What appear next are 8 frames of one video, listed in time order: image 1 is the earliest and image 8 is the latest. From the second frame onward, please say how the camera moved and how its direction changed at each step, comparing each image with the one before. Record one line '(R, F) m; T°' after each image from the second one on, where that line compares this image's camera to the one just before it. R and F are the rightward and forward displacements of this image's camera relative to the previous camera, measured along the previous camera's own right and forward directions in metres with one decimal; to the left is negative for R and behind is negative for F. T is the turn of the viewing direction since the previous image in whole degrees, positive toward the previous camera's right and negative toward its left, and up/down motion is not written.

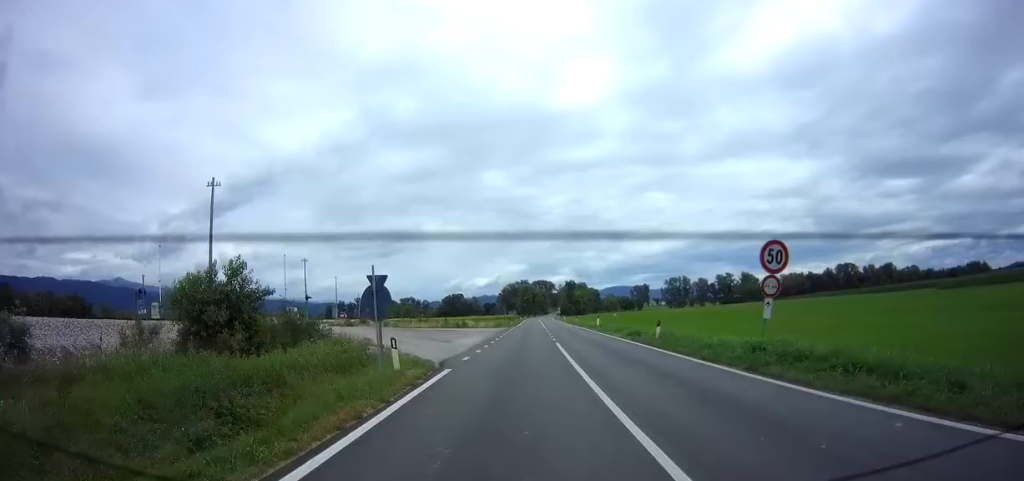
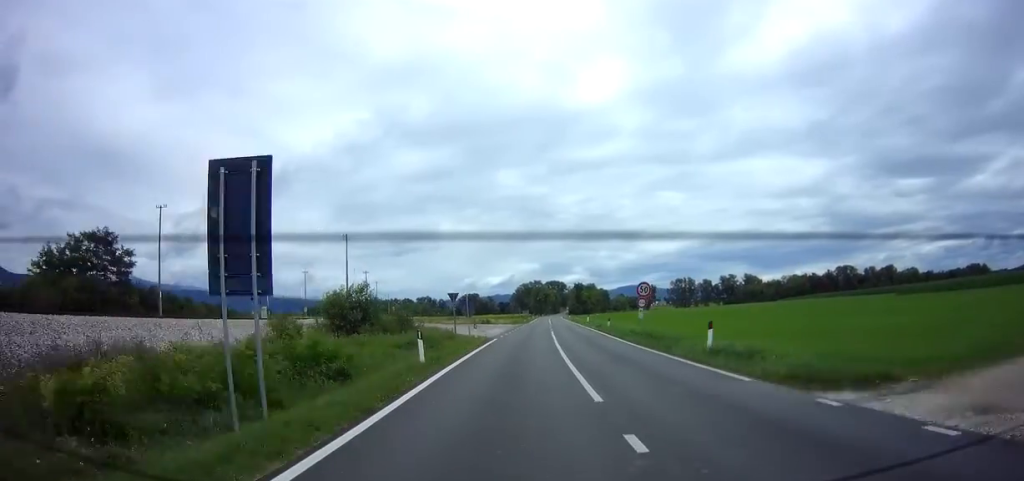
(-0.2, +17.6) m; -1°
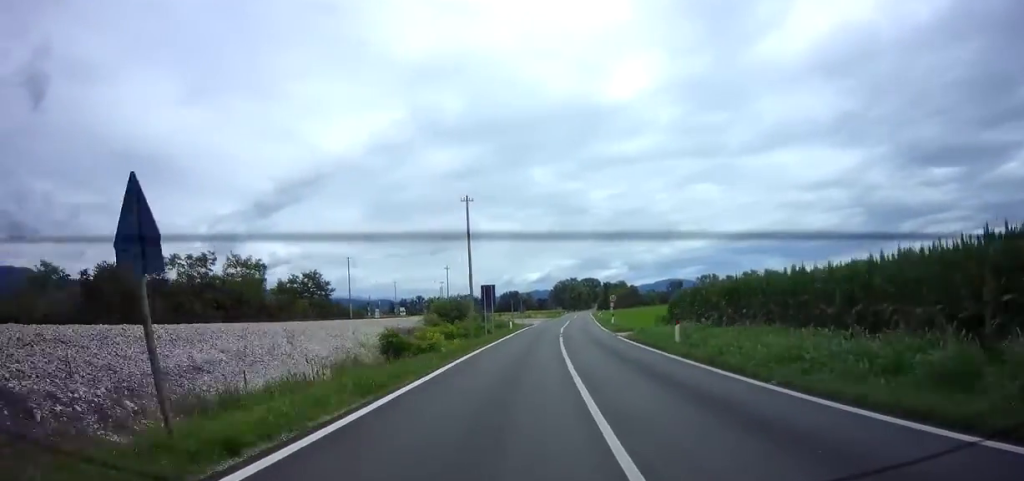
(-0.5, +29.4) m; -3°
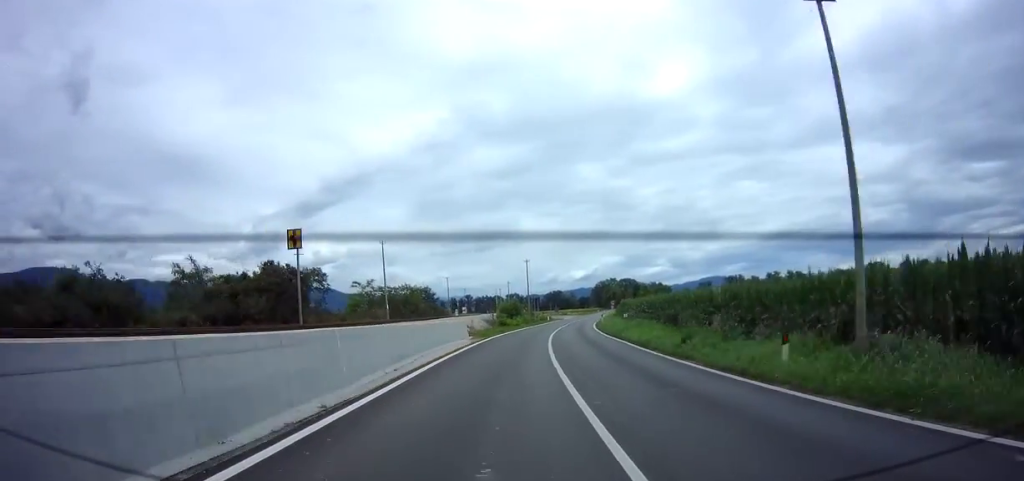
(-1.5, +36.3) m; -3°
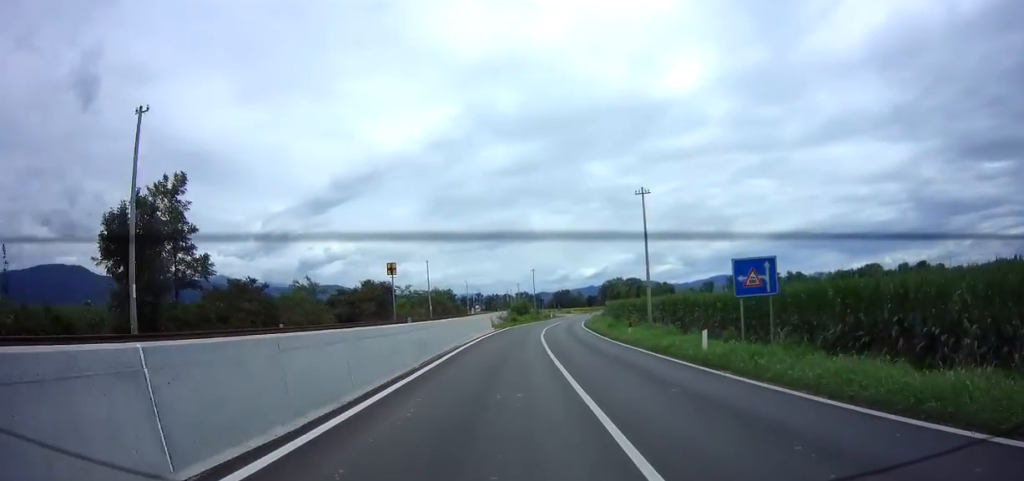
(-0.1, +17.6) m; -1°
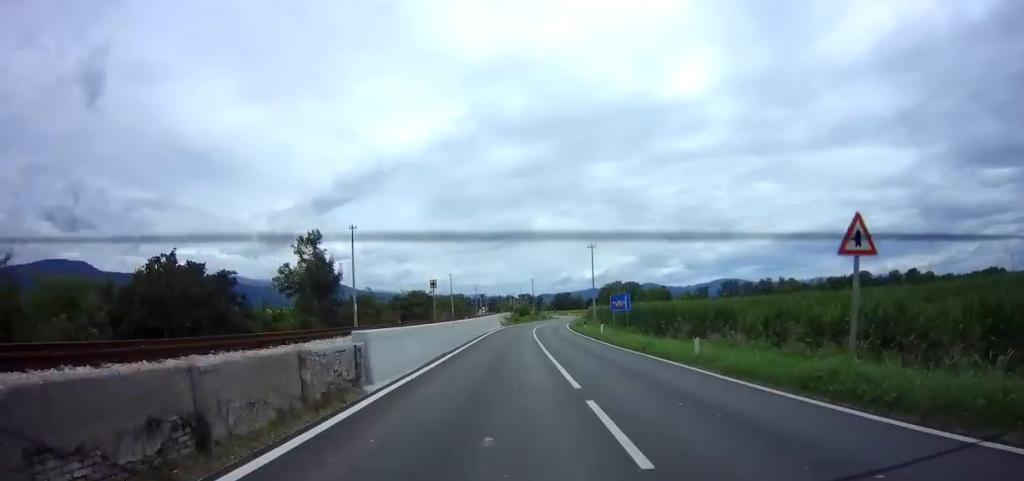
(-0.2, +19.1) m; -1°
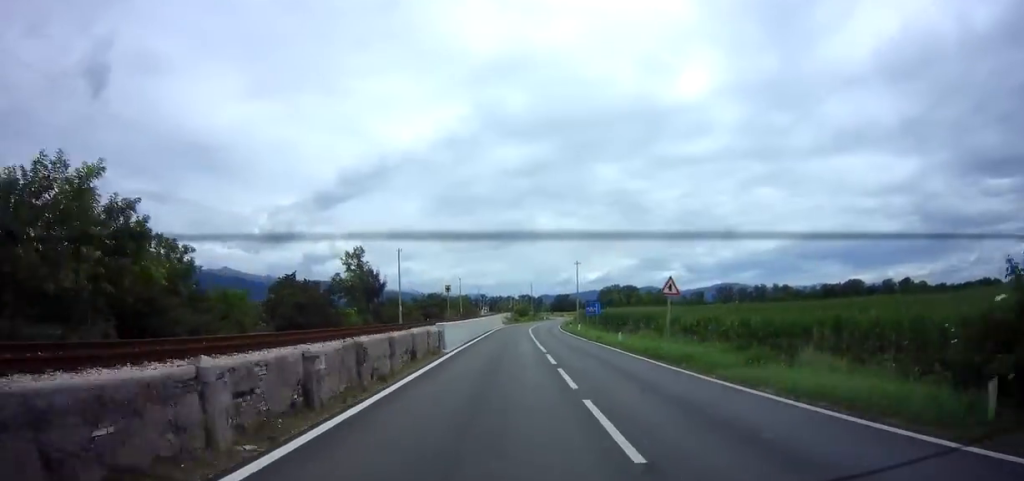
(-0.2, +12.1) m; 0°
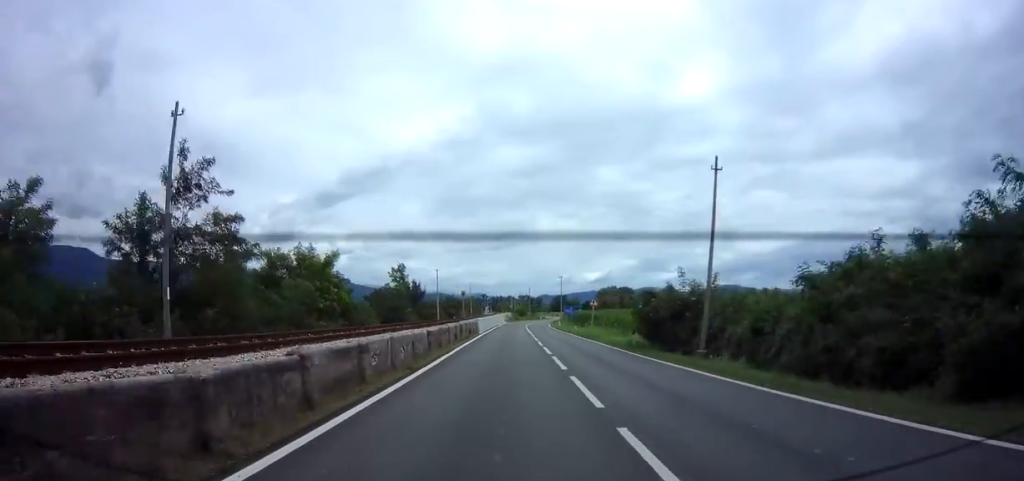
(+0.4, +20.6) m; 0°
